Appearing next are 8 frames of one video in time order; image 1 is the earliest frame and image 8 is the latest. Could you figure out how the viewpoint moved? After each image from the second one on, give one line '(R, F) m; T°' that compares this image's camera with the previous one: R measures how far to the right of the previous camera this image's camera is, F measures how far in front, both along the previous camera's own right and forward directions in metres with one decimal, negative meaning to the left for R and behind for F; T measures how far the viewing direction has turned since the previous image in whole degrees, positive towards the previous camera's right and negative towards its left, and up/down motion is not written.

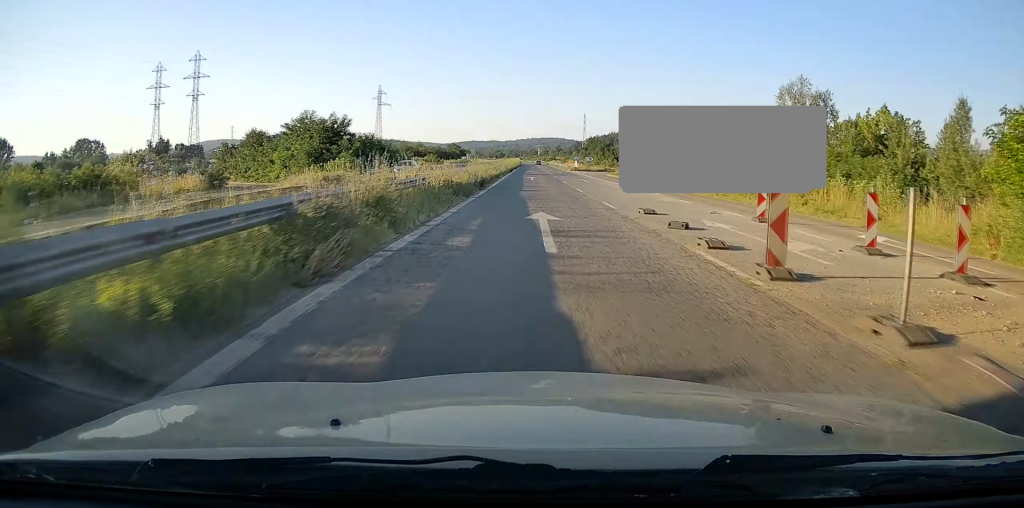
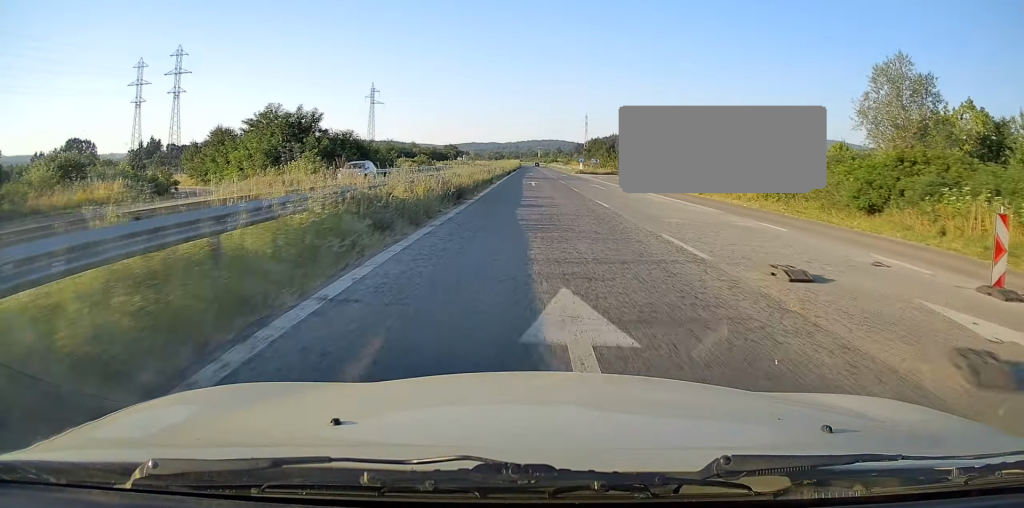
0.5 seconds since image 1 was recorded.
(0.0, +10.1) m; 0°
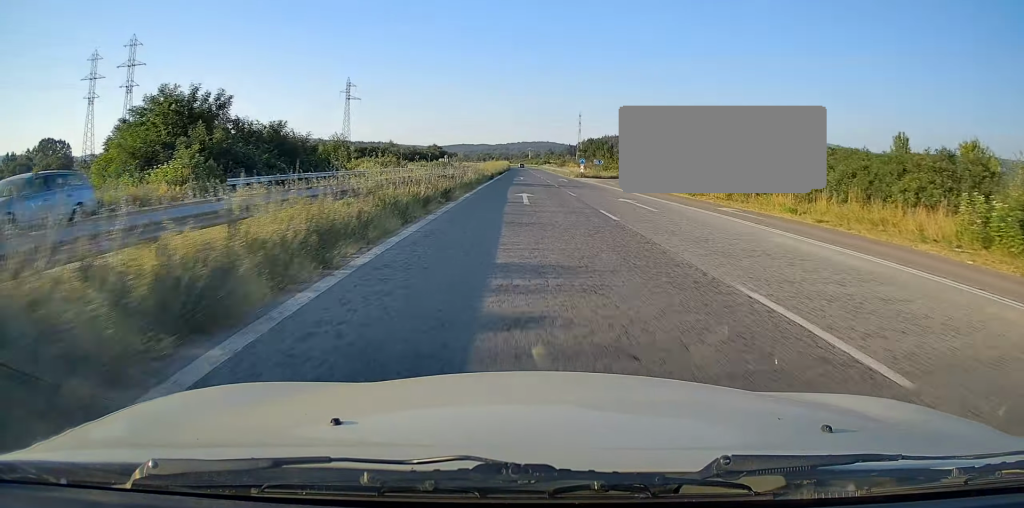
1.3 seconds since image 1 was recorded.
(0.0, +17.5) m; 0°
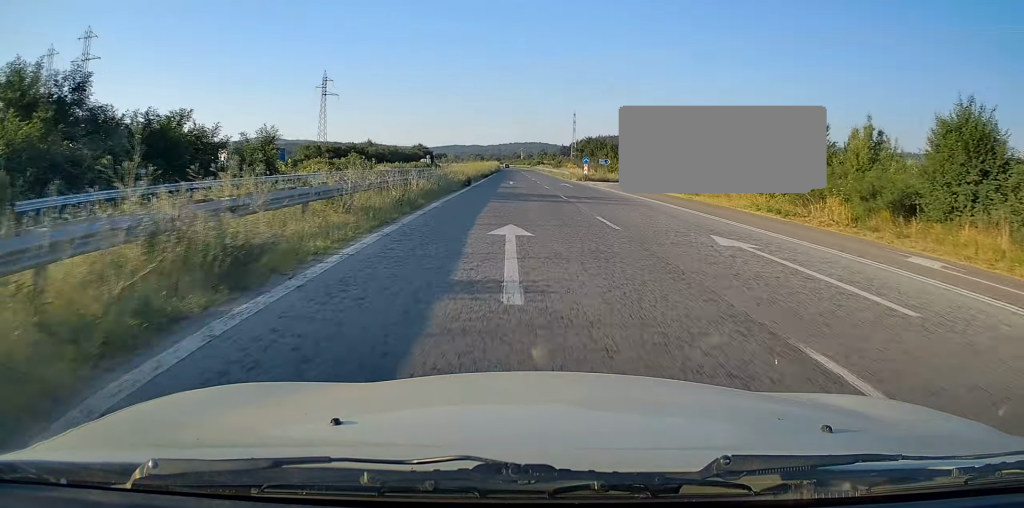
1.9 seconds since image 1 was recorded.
(0.0, +14.7) m; 0°
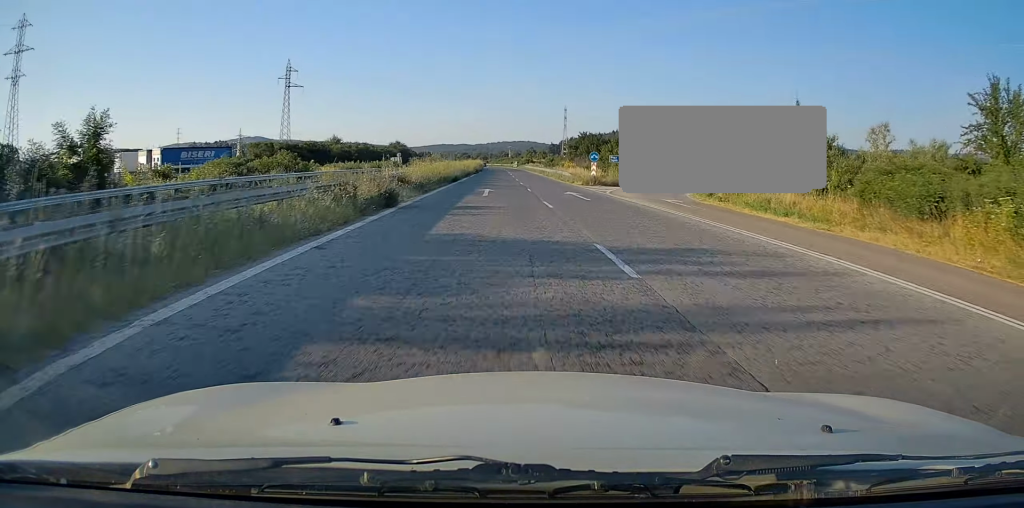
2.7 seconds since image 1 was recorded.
(0.0, +17.8) m; +1°
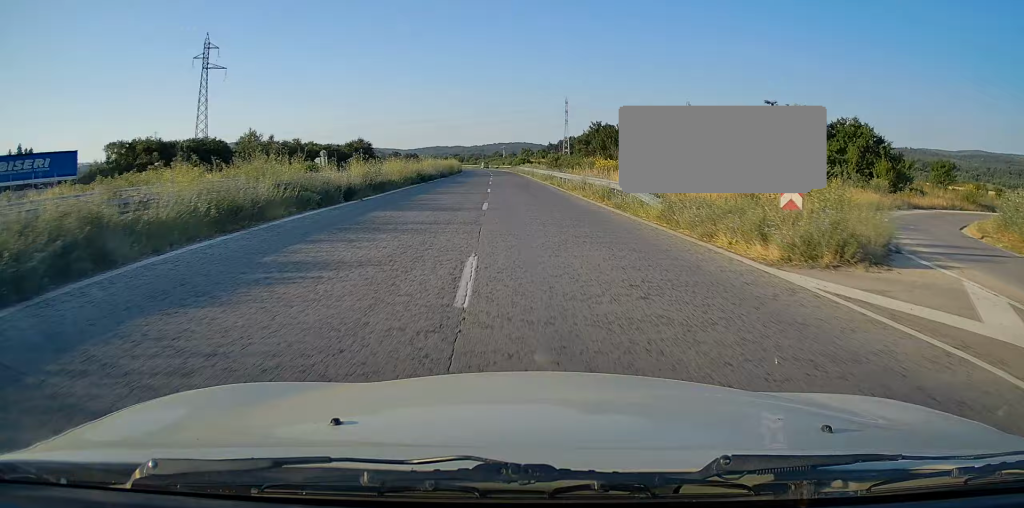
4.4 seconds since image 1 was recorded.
(+1.0, +37.3) m; +1°
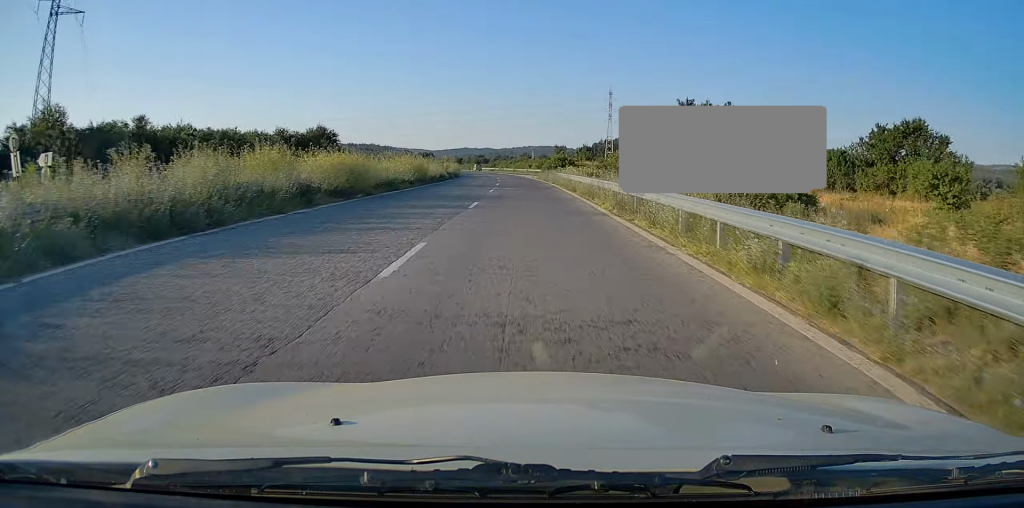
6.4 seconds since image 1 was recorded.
(-0.9, +48.2) m; -2°
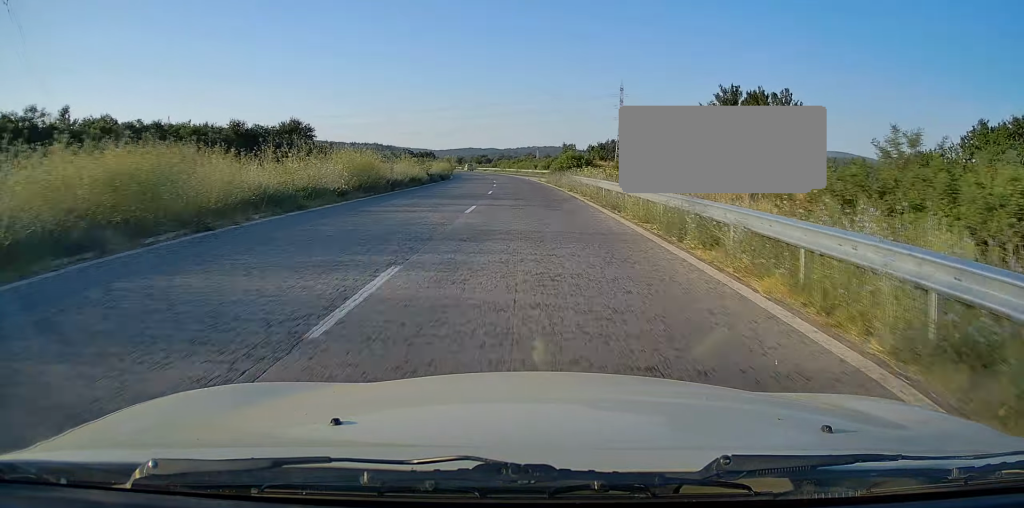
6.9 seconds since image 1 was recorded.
(-0.1, +14.1) m; -1°
